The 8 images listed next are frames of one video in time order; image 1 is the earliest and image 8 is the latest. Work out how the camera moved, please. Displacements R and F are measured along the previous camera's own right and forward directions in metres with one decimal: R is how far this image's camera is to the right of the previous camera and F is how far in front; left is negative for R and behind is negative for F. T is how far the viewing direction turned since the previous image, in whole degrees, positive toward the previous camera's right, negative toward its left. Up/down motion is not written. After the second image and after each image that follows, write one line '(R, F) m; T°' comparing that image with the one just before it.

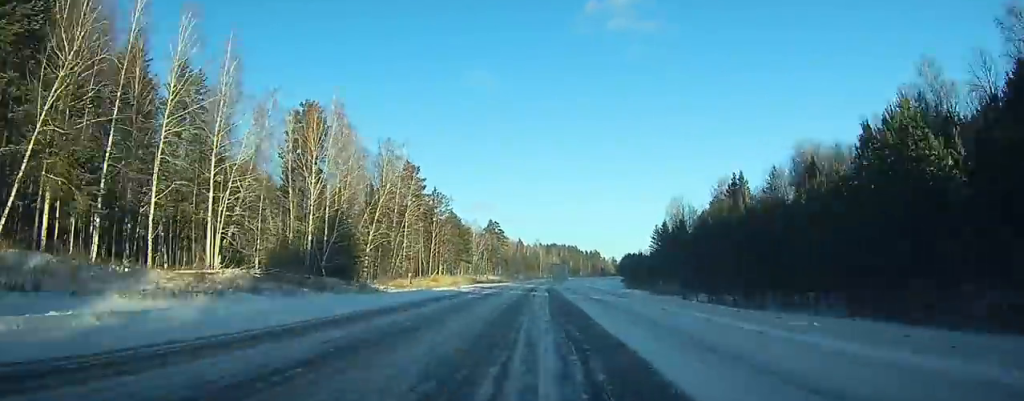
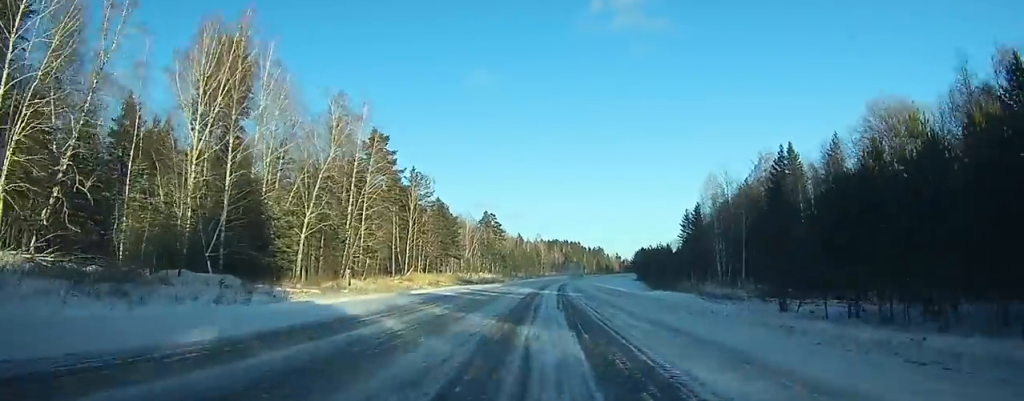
(+0.1, +26.4) m; +1°
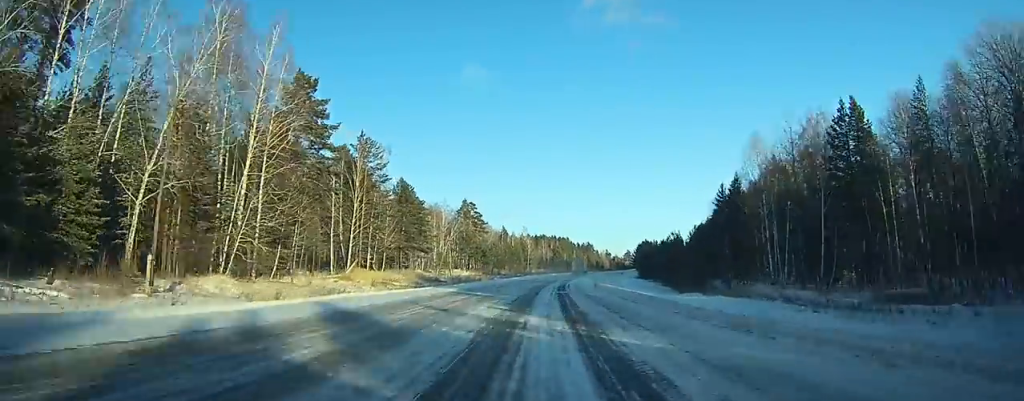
(+0.1, +26.9) m; +1°
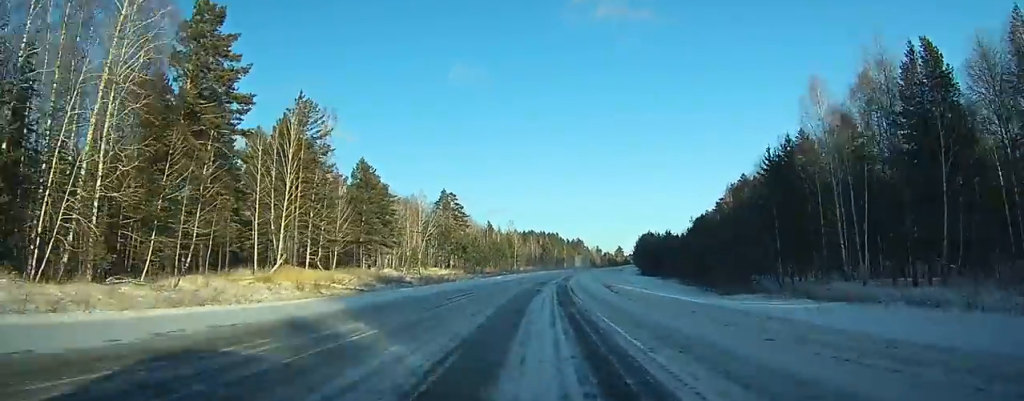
(+0.2, +19.7) m; +1°
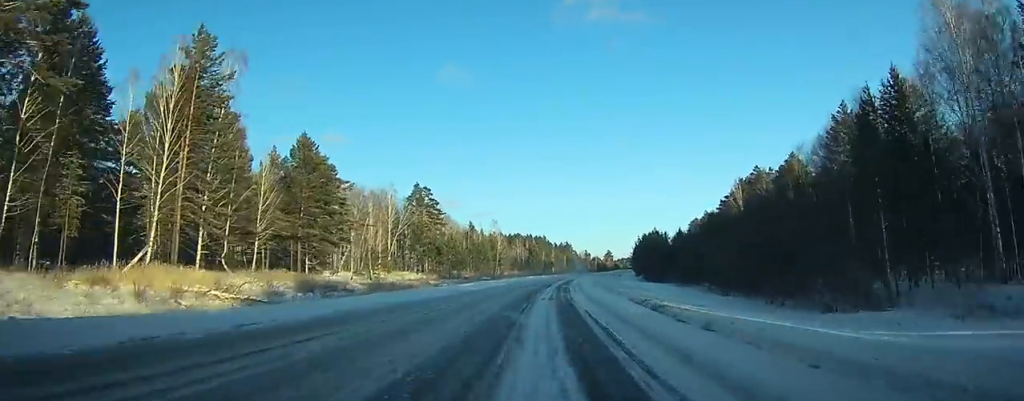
(0.0, +21.0) m; +1°
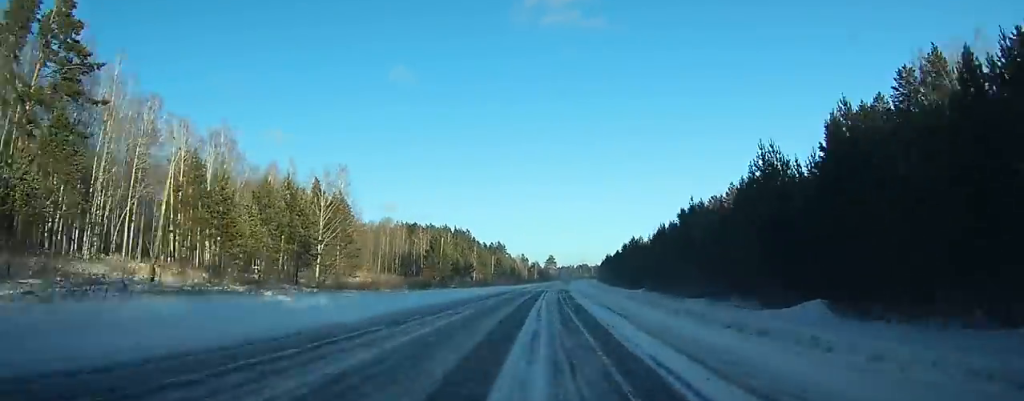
(+4.5, +116.2) m; +5°
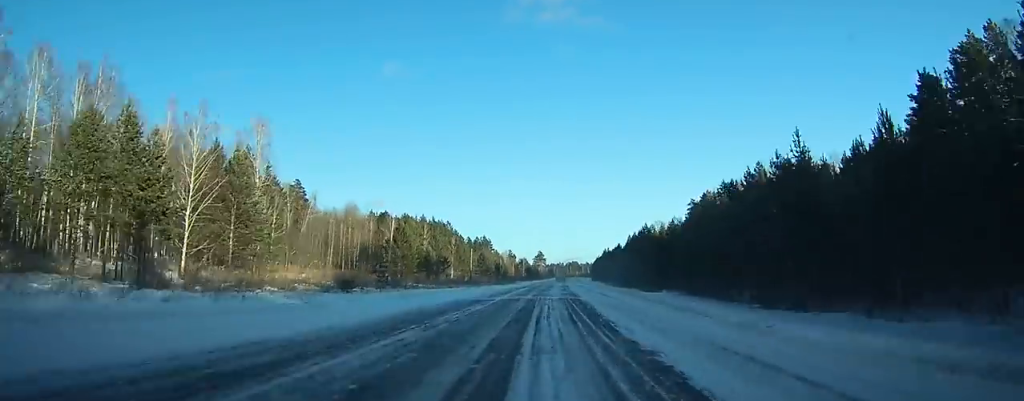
(+0.6, +25.3) m; +2°
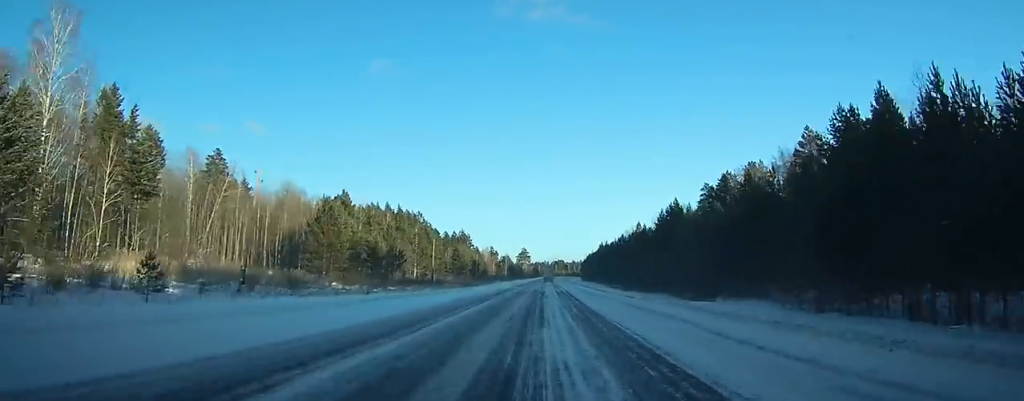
(+0.5, +30.6) m; +1°
